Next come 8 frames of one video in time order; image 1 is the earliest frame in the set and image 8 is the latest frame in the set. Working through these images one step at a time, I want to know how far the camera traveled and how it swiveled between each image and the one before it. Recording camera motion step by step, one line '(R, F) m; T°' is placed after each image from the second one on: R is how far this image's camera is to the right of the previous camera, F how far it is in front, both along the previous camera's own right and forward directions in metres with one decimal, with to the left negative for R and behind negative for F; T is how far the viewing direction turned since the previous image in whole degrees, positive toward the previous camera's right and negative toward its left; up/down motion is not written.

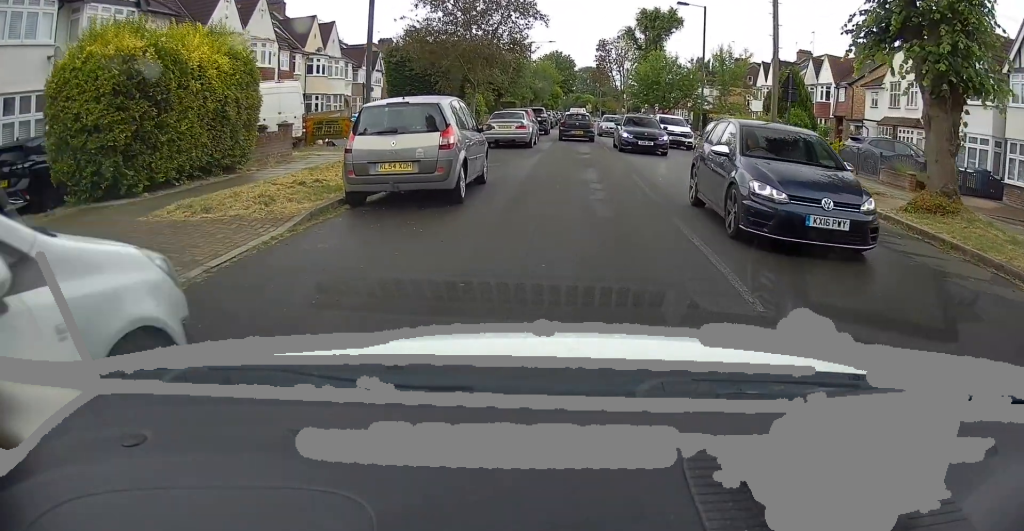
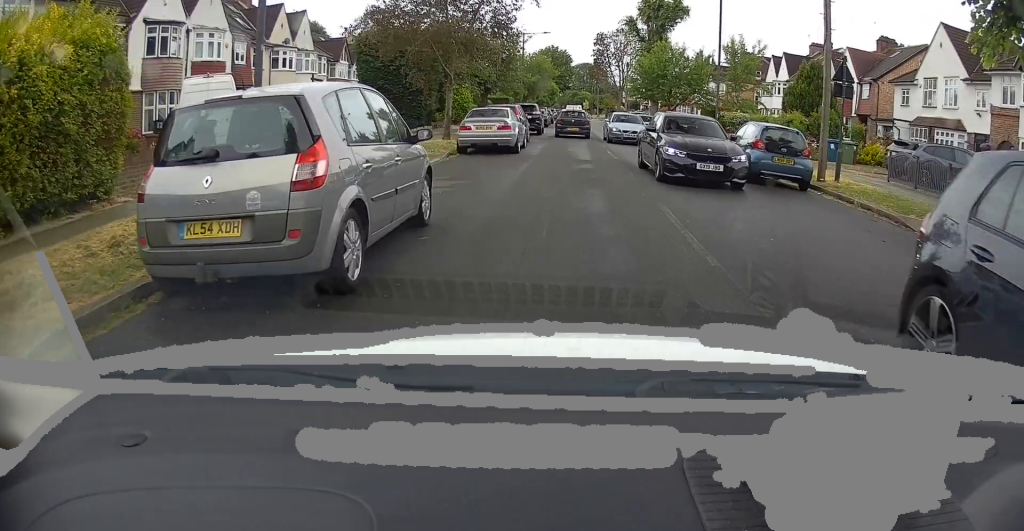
(-0.1, +4.7) m; +3°
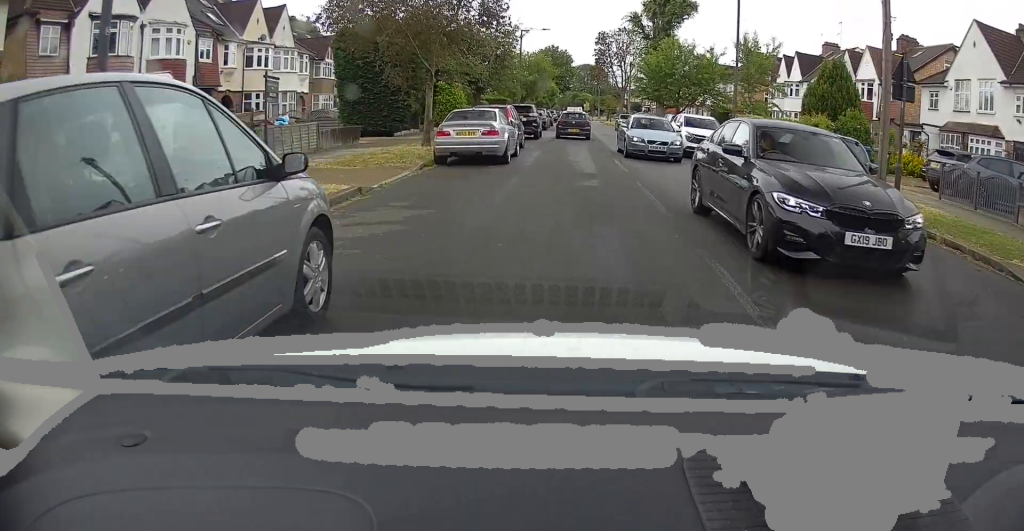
(+0.1, +3.5) m; 0°
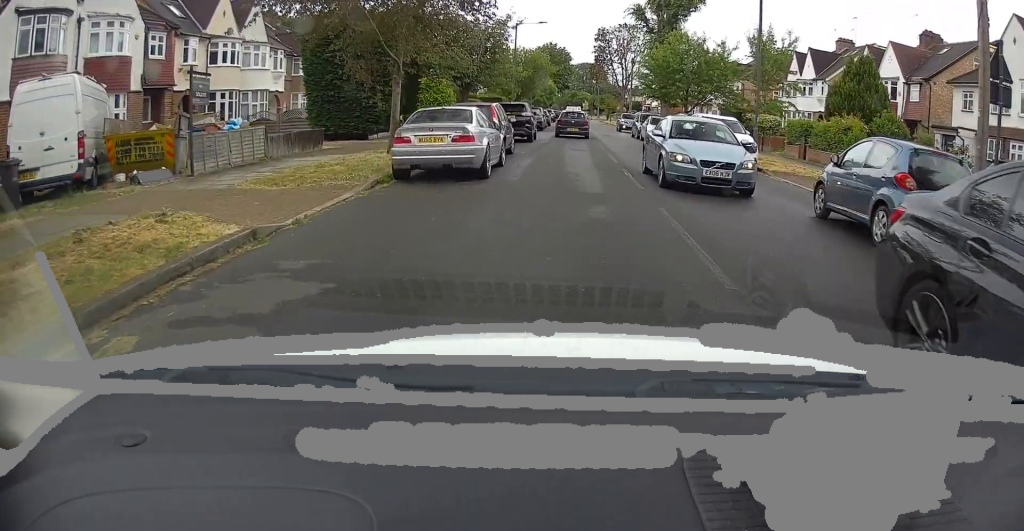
(+0.2, +3.7) m; -1°
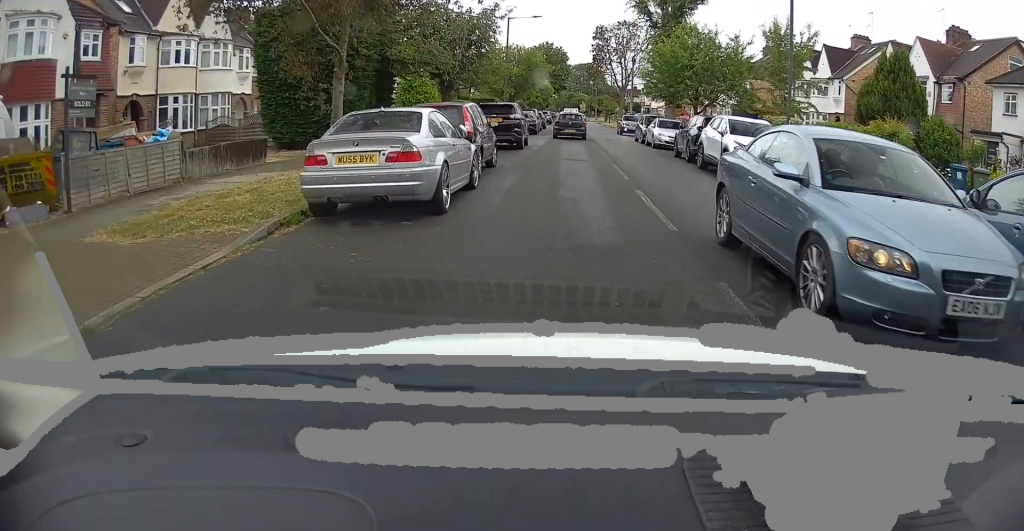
(-0.3, +4.1) m; 0°
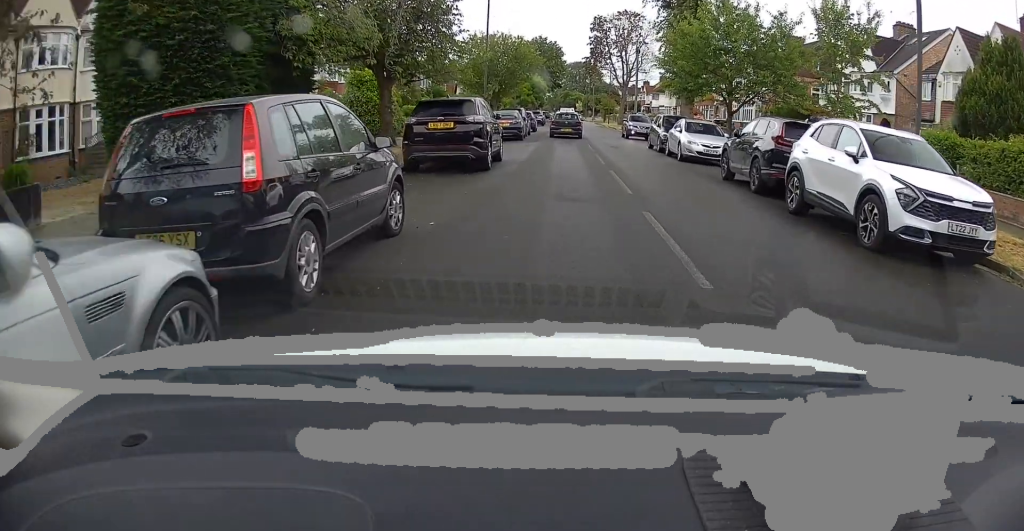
(+0.5, +8.5) m; +1°
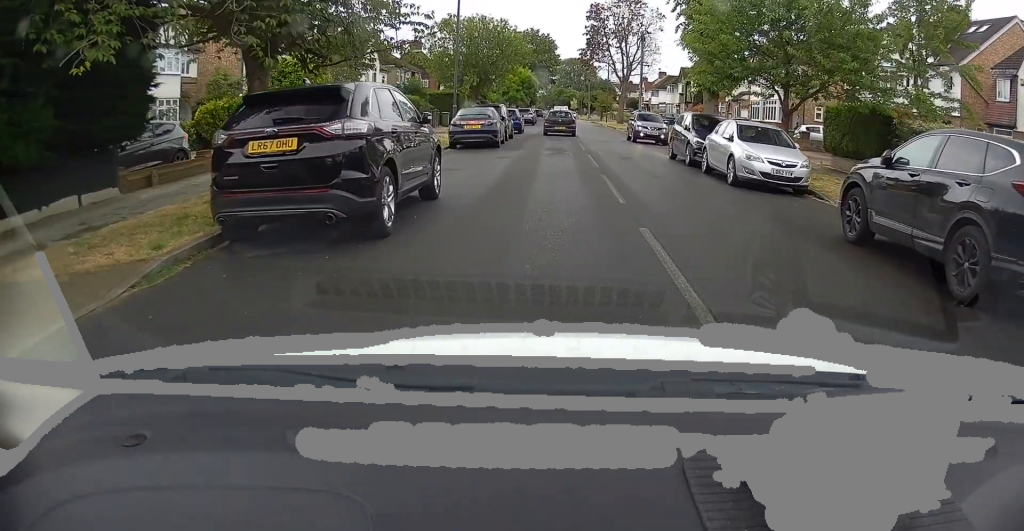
(-0.4, +8.0) m; 0°
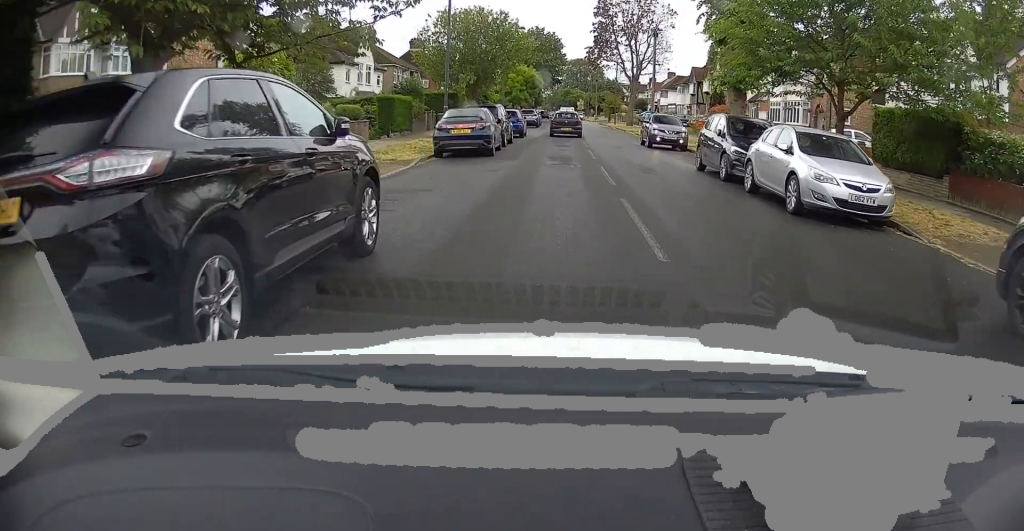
(+0.1, +4.0) m; +2°
